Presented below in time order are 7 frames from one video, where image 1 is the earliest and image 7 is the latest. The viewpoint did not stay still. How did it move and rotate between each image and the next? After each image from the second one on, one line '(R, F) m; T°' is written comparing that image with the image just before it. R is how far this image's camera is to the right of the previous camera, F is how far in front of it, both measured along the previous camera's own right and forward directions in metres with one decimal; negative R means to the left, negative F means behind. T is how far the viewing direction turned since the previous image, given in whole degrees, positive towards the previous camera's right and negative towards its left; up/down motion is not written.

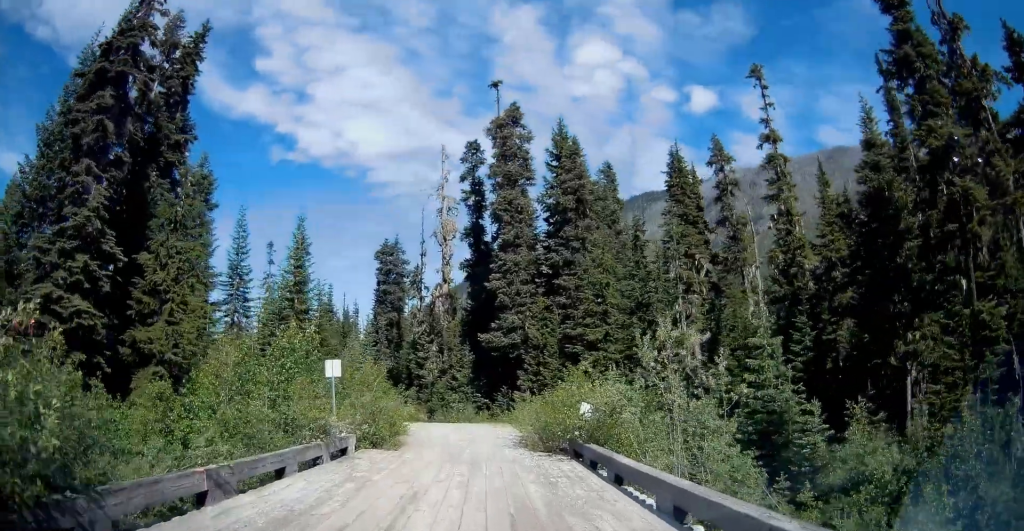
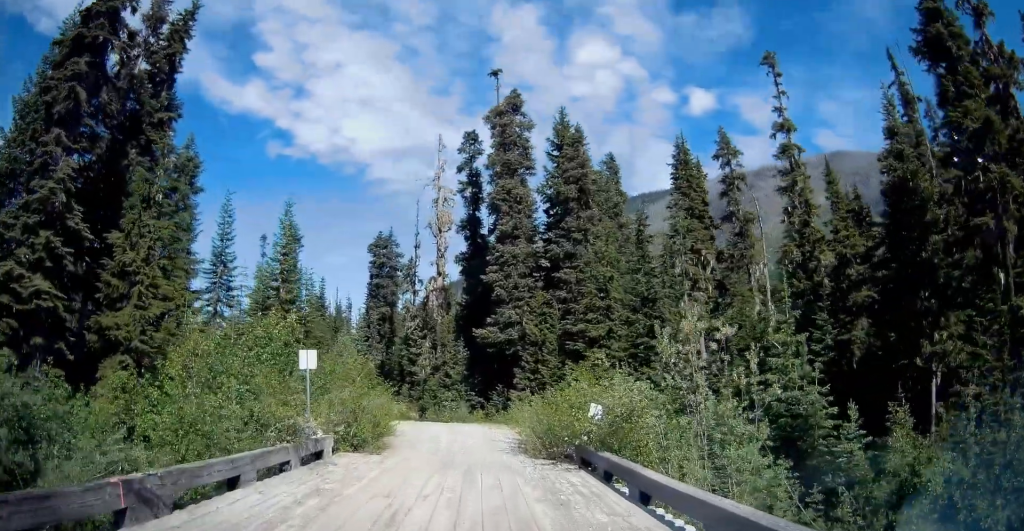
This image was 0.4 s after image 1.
(+0.2, +1.9) m; +4°
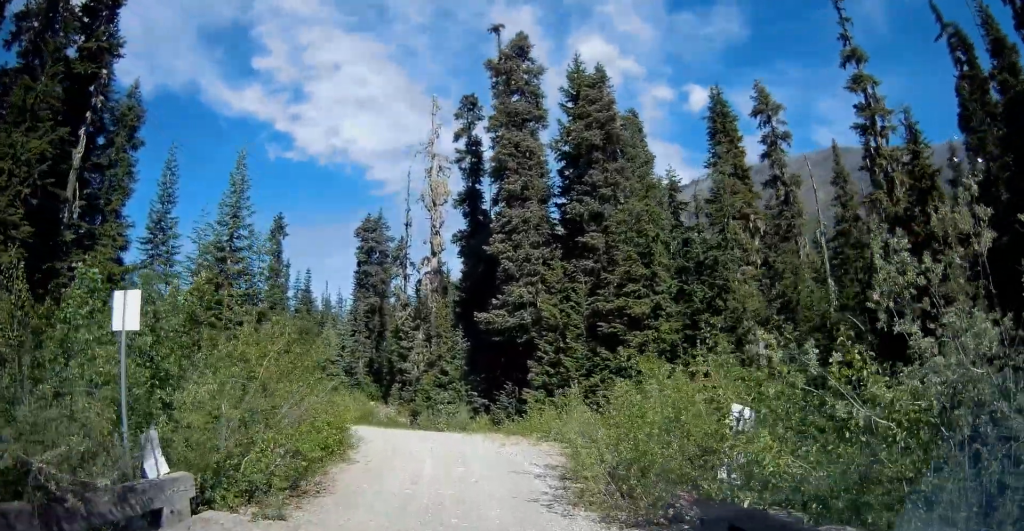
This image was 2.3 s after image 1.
(+0.7, +7.8) m; +7°
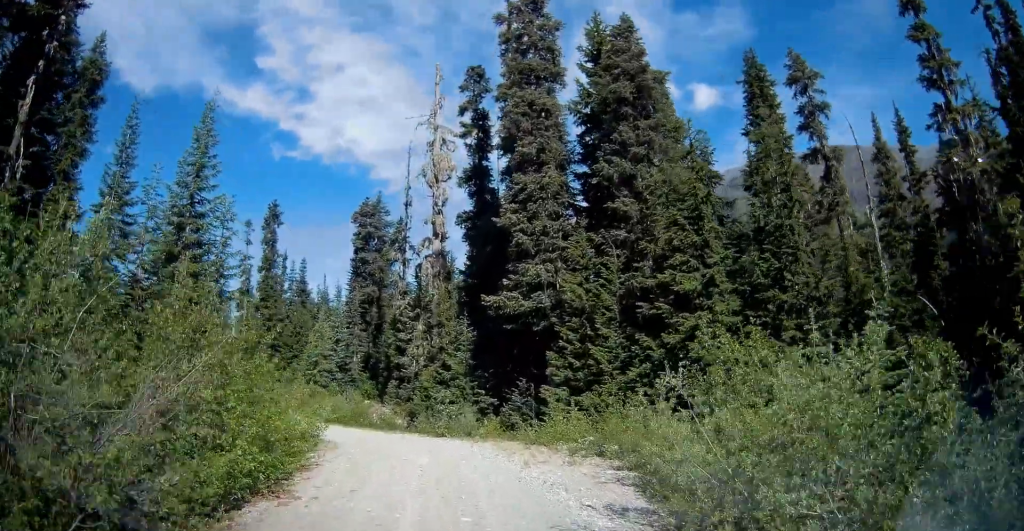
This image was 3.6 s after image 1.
(-0.2, +5.1) m; +1°
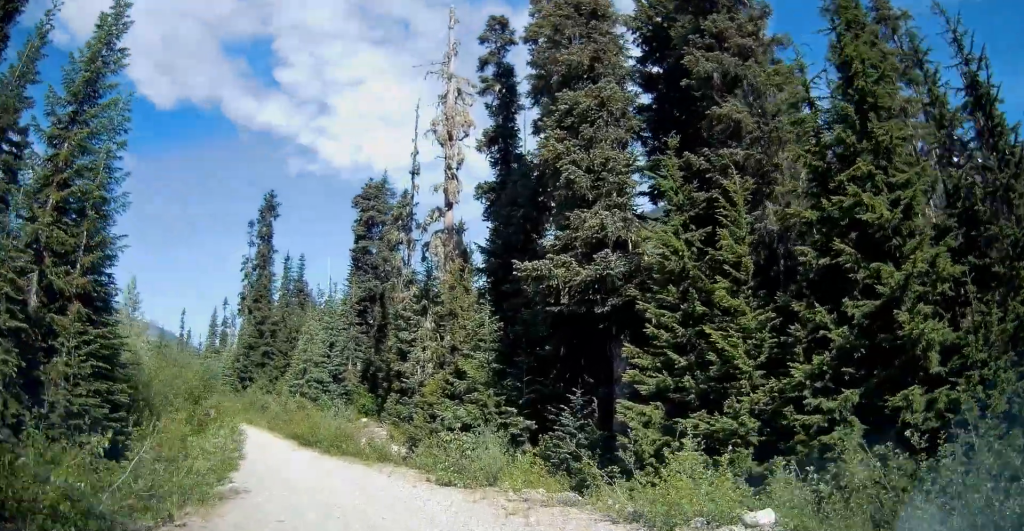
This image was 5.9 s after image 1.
(-0.4, +9.0) m; -15°
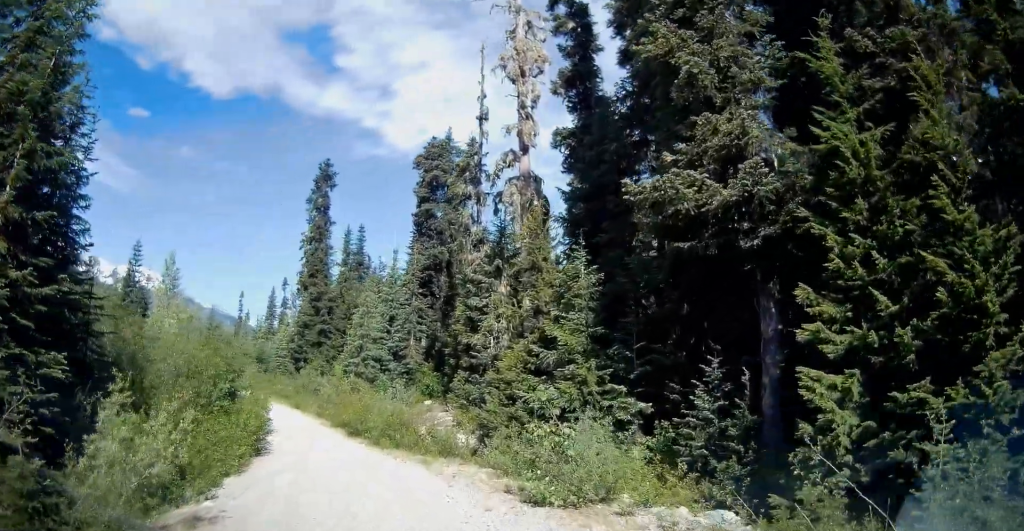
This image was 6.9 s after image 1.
(-0.4, +4.7) m; -6°
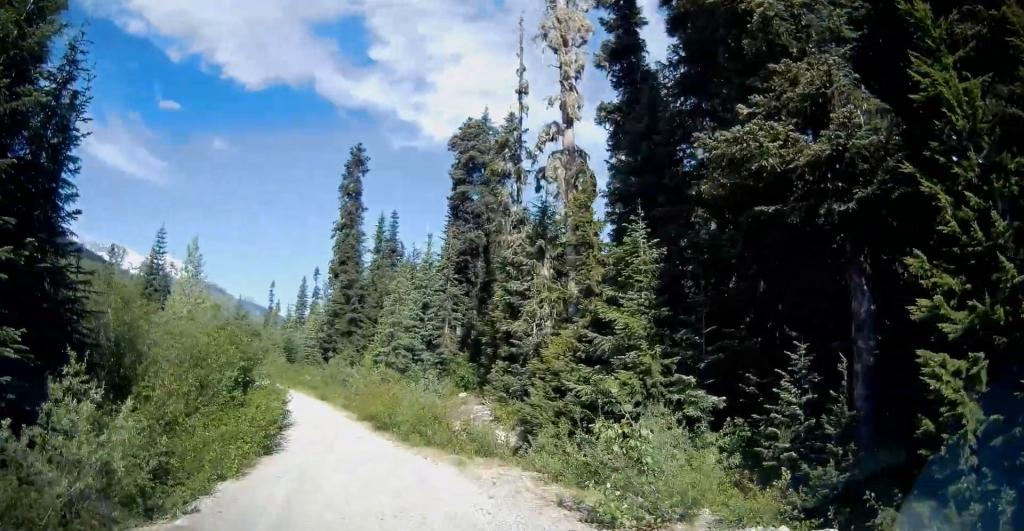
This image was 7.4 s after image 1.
(+0.1, +1.9) m; -3°
